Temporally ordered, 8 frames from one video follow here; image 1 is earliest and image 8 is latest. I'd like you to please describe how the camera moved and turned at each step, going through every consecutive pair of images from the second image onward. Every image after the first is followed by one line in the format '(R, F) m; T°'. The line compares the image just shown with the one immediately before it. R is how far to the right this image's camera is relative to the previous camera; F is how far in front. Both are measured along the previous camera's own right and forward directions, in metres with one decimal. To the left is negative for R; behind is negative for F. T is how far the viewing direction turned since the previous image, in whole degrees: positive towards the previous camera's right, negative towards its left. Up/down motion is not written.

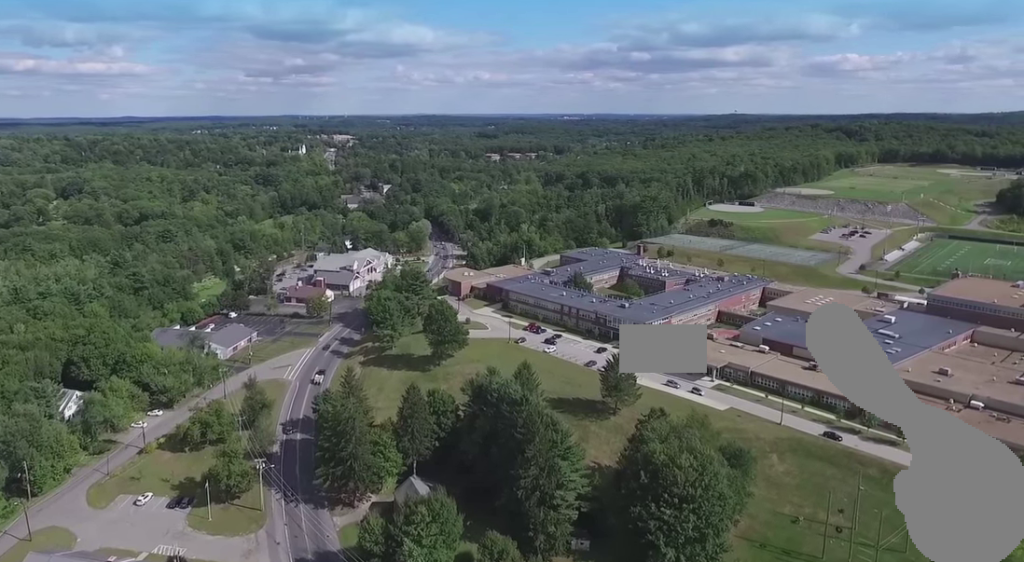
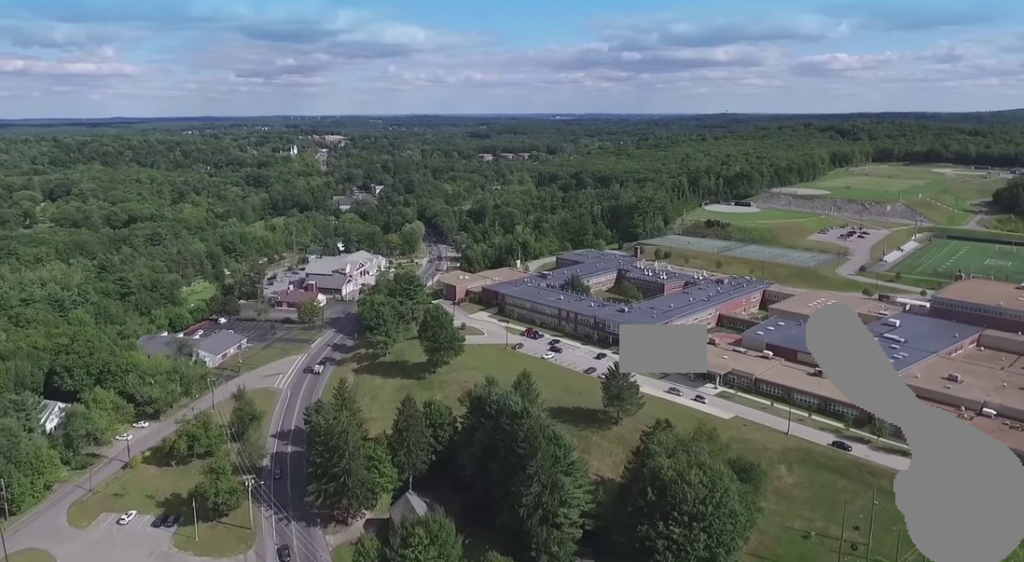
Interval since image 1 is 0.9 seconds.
(-0.1, +7.0) m; 0°
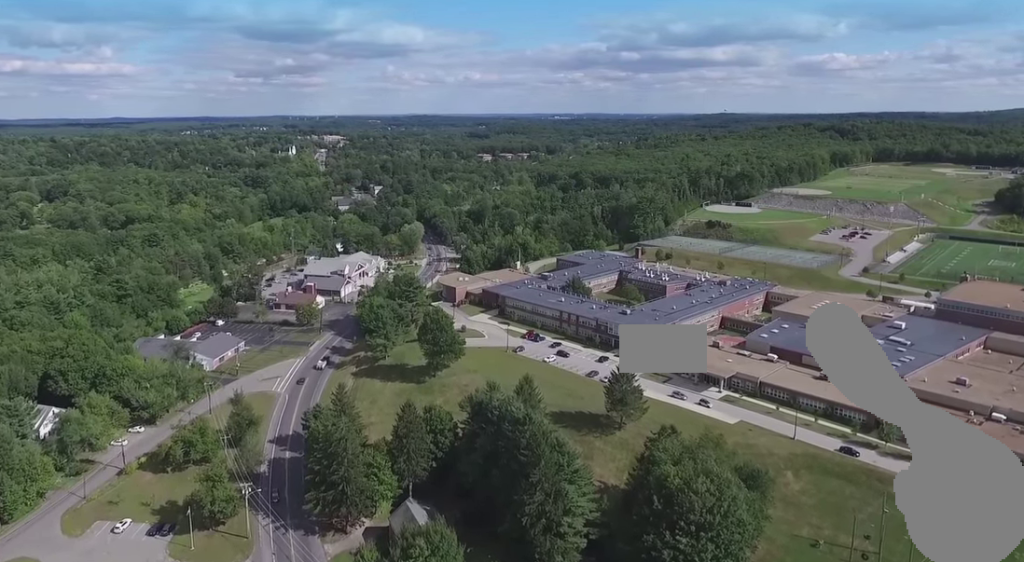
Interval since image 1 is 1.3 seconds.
(0.0, +3.1) m; +1°
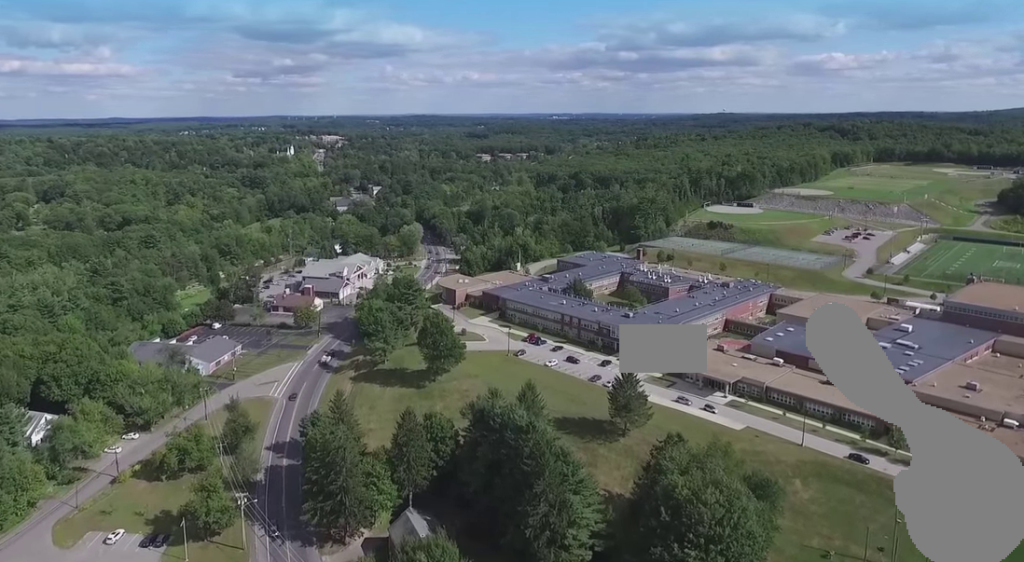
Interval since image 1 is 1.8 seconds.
(+0.1, +3.8) m; +1°
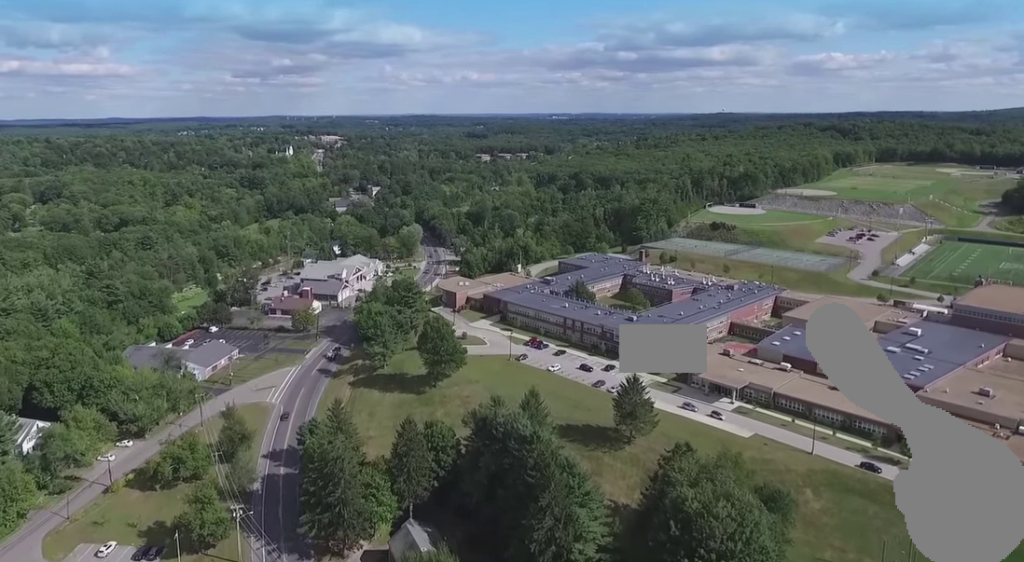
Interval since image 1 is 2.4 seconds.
(+0.1, +4.5) m; +1°
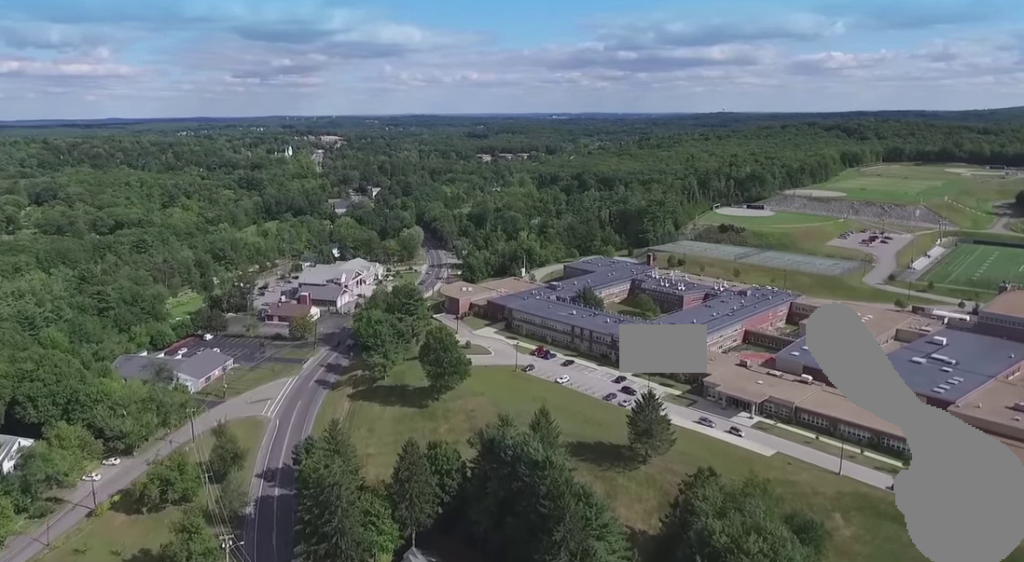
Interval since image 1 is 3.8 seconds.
(+0.1, +10.3) m; 0°
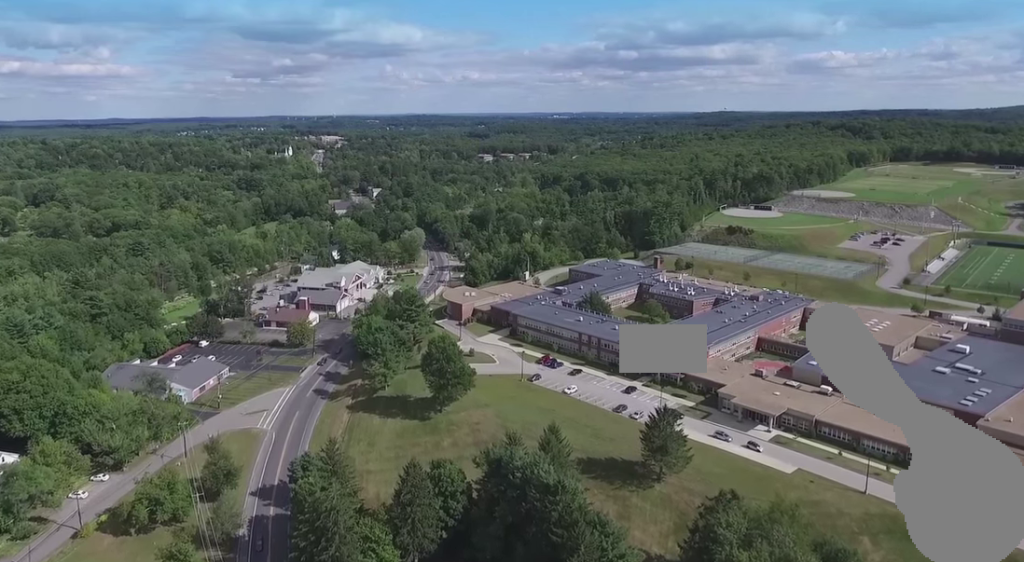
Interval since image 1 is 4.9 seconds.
(0.0, +8.2) m; 0°
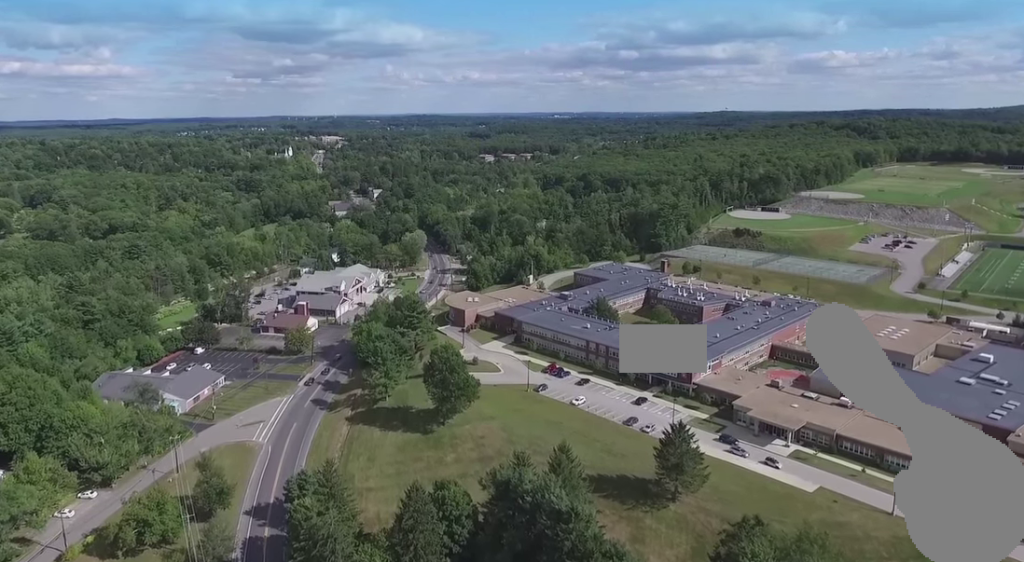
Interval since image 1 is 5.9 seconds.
(-0.1, +7.8) m; -1°
